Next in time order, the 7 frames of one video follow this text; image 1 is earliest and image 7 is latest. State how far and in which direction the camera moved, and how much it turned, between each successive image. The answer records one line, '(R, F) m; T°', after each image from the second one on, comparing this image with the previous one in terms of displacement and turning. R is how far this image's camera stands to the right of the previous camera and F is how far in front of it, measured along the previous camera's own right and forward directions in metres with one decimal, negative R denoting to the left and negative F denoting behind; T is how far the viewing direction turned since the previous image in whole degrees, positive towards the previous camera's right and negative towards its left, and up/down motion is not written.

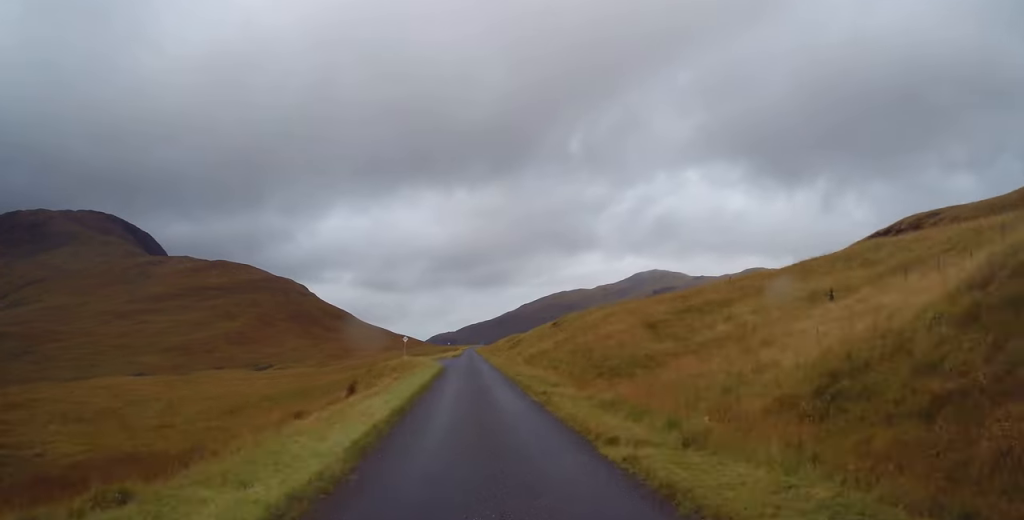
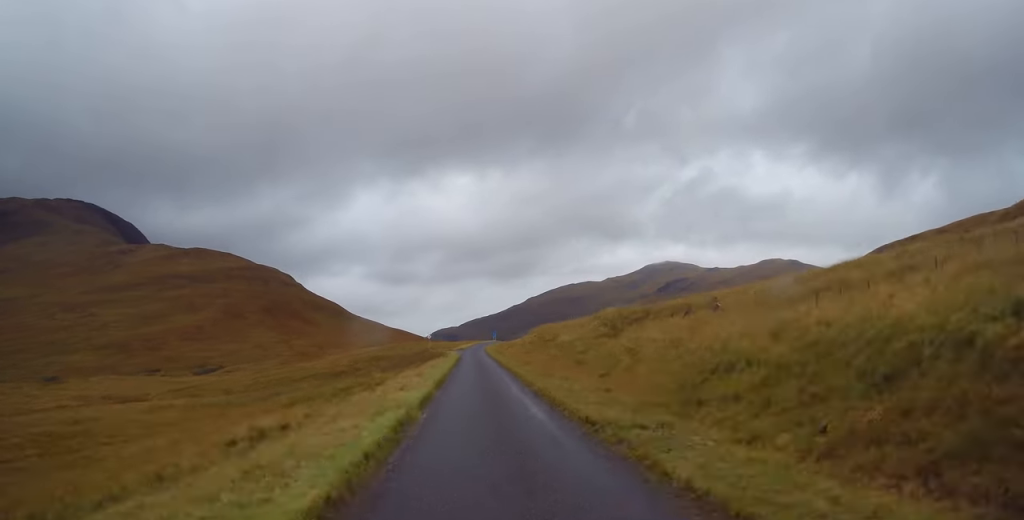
(-0.1, +111.5) m; -1°
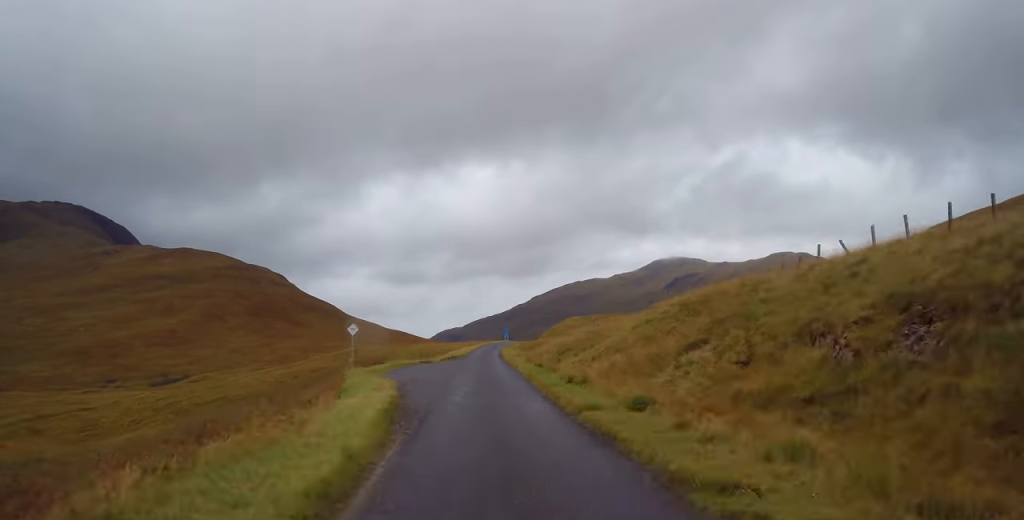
(0.0, +55.7) m; 0°
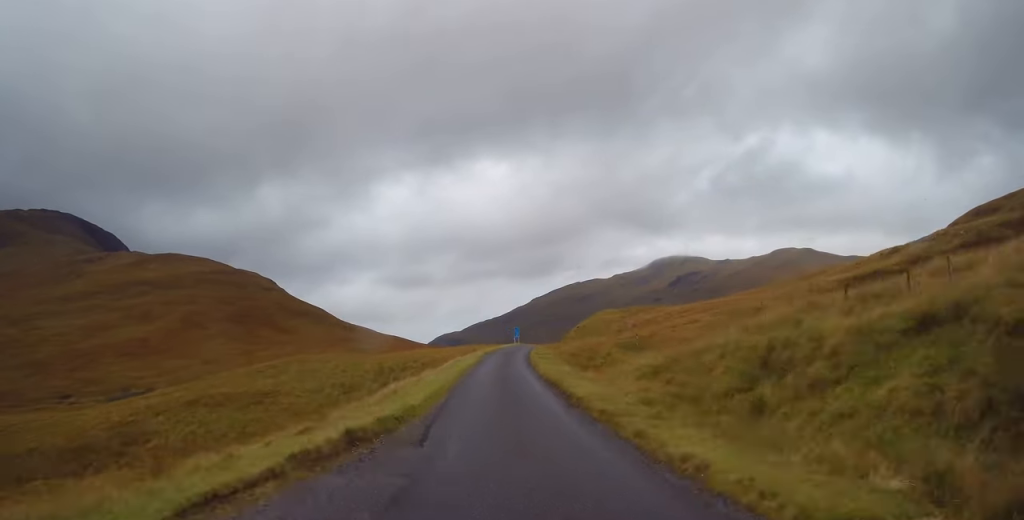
(+0.2, +41.8) m; +1°
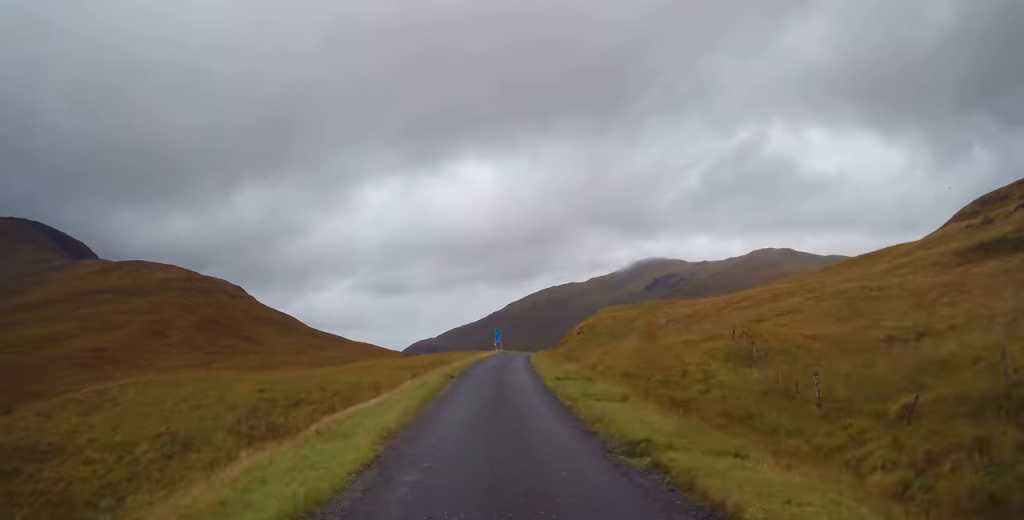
(+0.3, +27.4) m; +2°
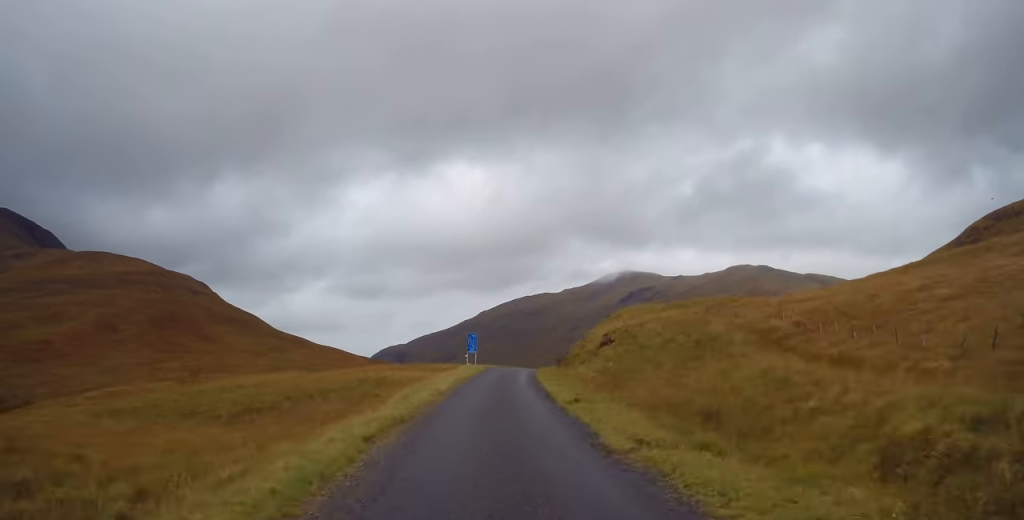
(+0.6, +30.8) m; +2°
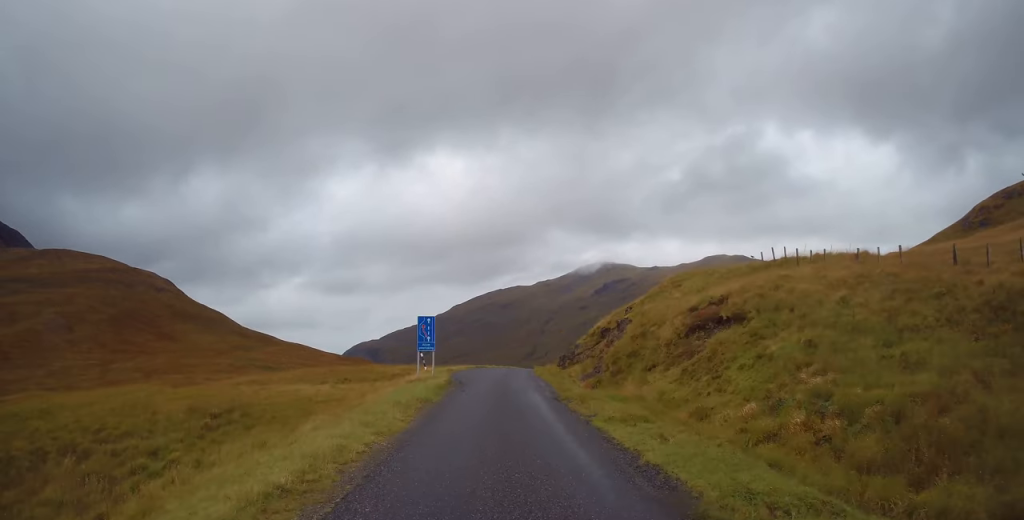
(+0.3, +26.2) m; +2°
